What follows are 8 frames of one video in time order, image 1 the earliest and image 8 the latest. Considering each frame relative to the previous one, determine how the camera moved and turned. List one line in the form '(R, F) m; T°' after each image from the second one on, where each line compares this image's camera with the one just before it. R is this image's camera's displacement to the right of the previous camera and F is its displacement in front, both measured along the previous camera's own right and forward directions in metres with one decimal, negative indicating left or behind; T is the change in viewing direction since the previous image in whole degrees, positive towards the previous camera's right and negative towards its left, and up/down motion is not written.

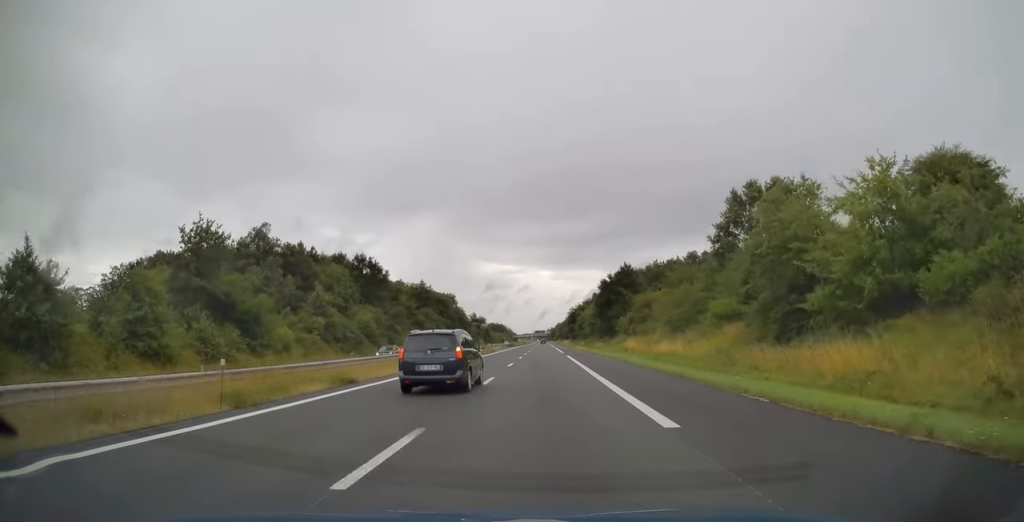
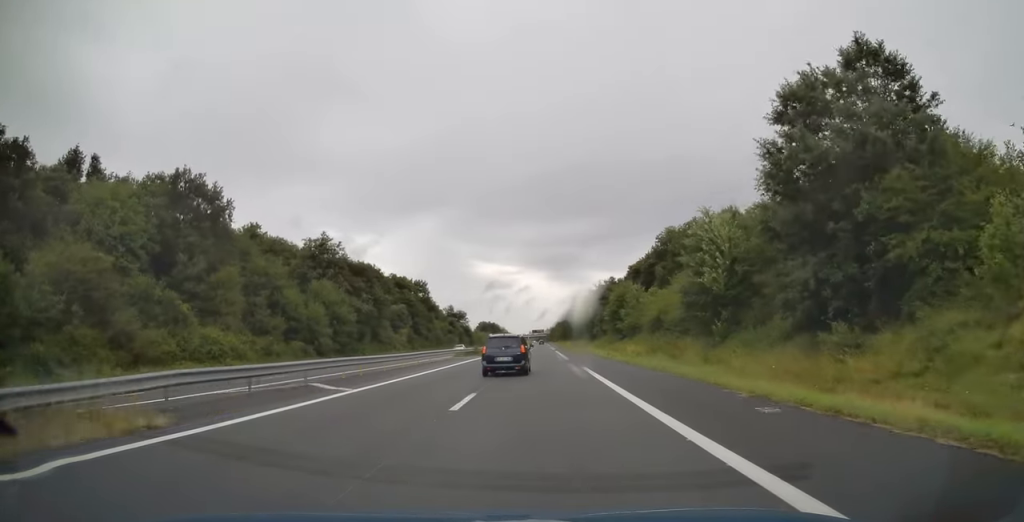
(+0.1, +71.1) m; 0°
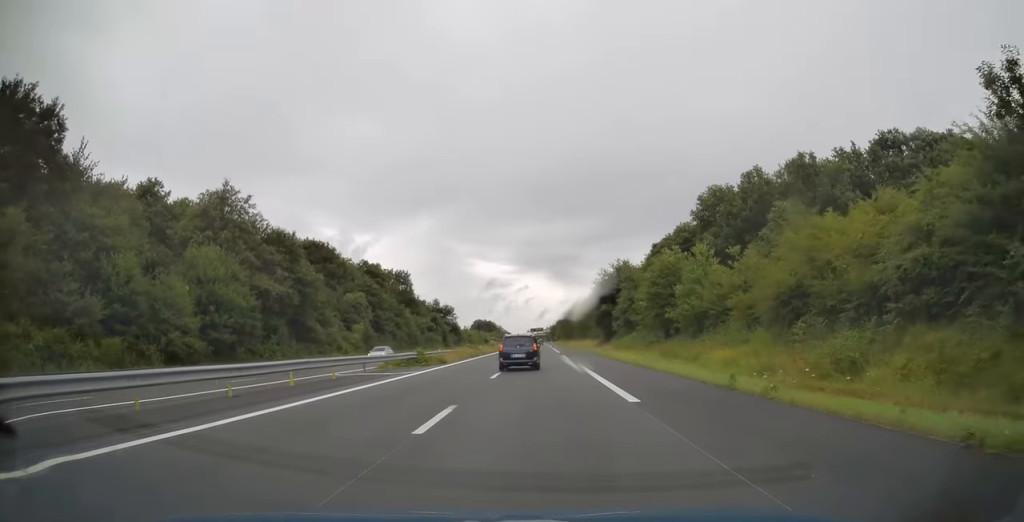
(0.0, +29.1) m; 0°
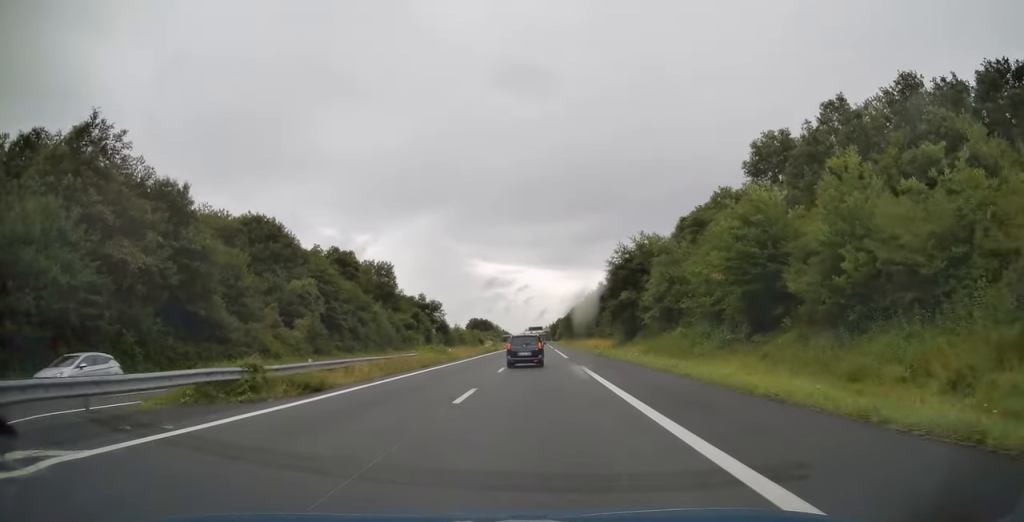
(0.0, +21.6) m; 0°
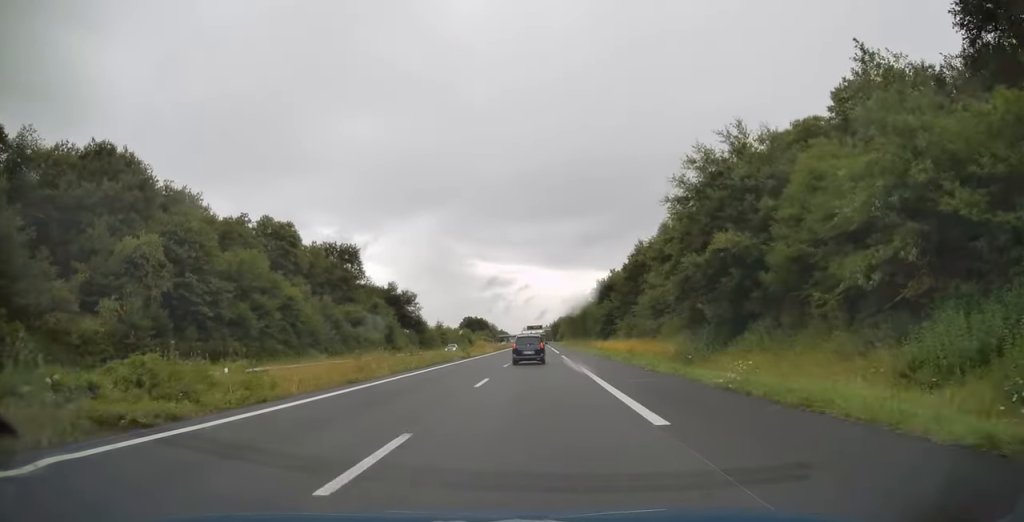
(0.0, +34.0) m; 0°
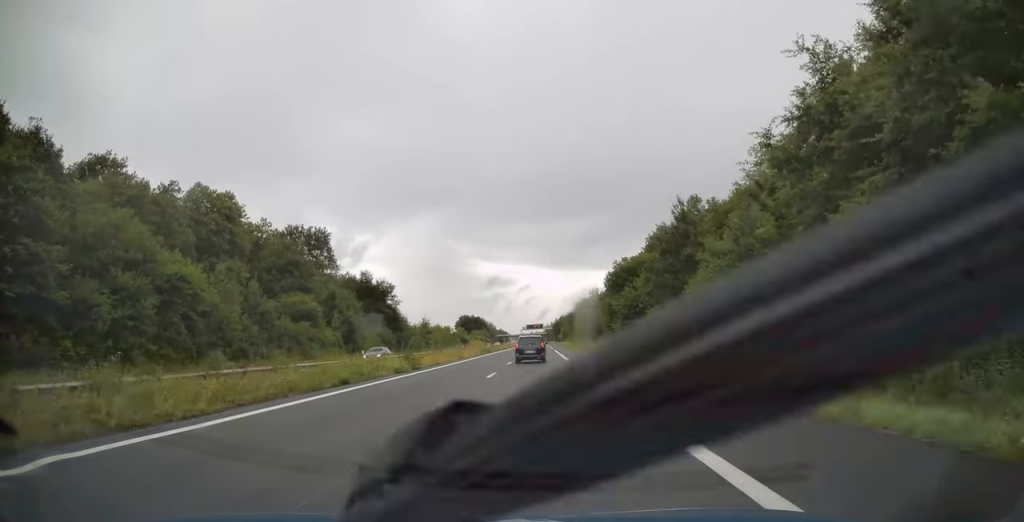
(0.0, +21.6) m; 0°
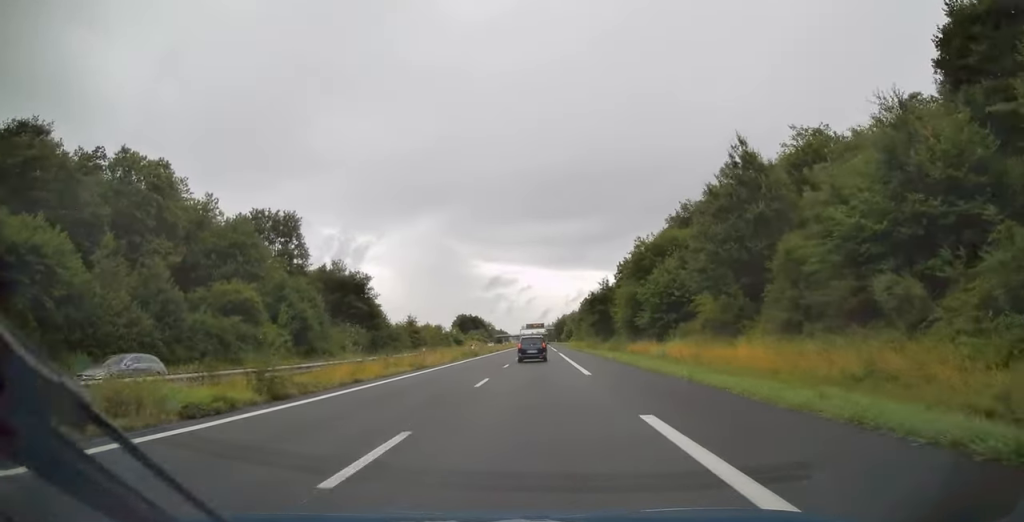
(0.0, +16.7) m; 0°
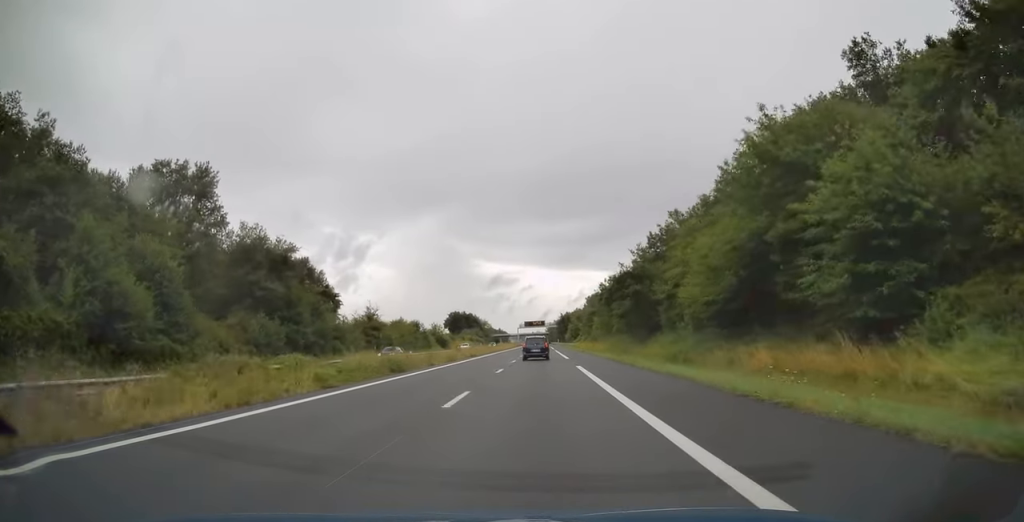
(0.0, +31.8) m; 0°
